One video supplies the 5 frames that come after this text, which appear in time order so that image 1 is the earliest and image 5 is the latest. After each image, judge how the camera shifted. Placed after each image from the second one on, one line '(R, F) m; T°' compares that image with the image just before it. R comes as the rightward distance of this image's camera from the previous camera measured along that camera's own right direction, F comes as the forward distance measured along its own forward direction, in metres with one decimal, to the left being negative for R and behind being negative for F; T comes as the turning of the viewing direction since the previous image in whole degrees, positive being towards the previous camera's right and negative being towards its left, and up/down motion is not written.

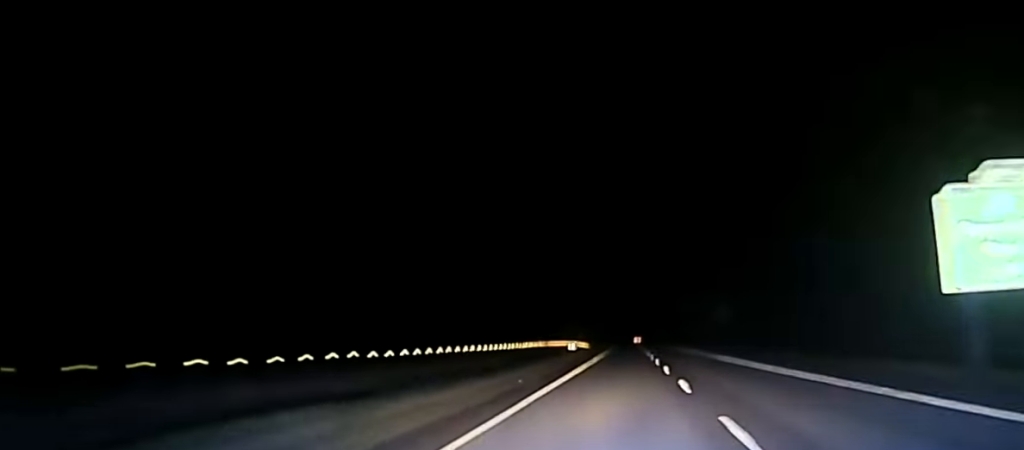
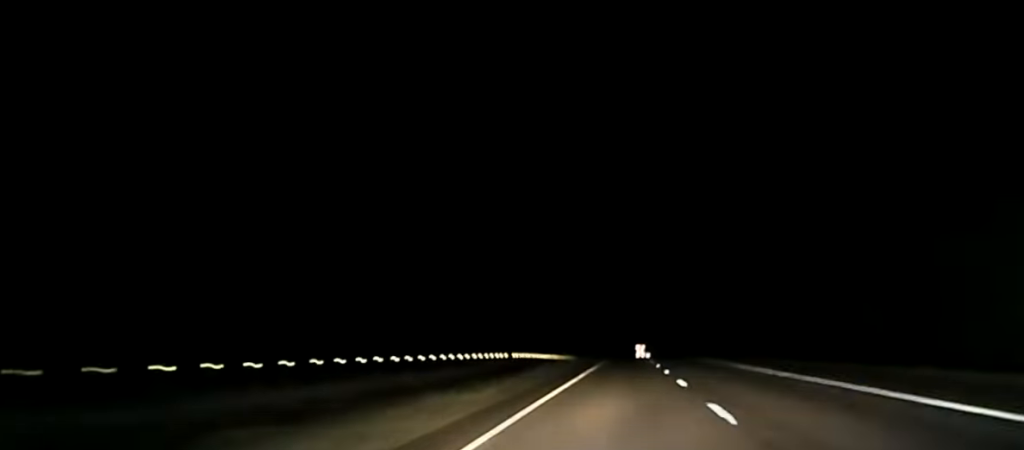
(0.0, +228.7) m; 0°
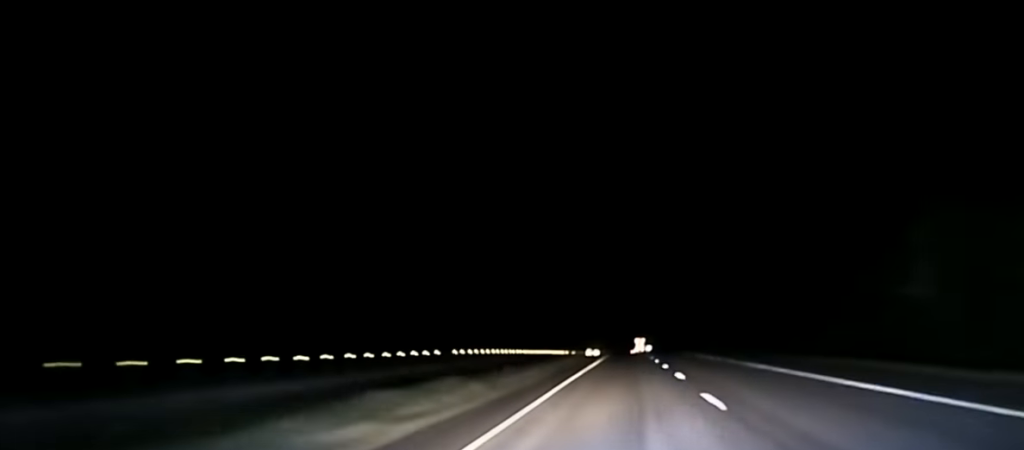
(0.0, +47.1) m; 0°
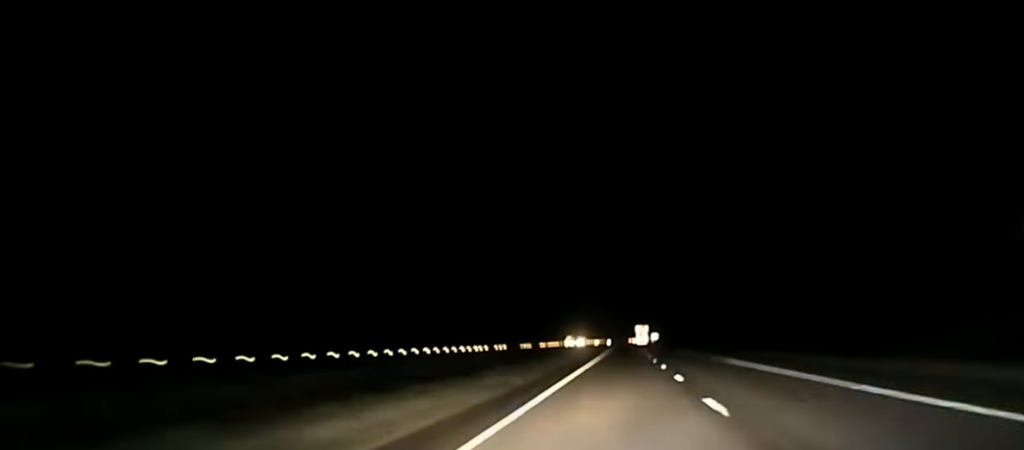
(0.0, +137.0) m; 0°
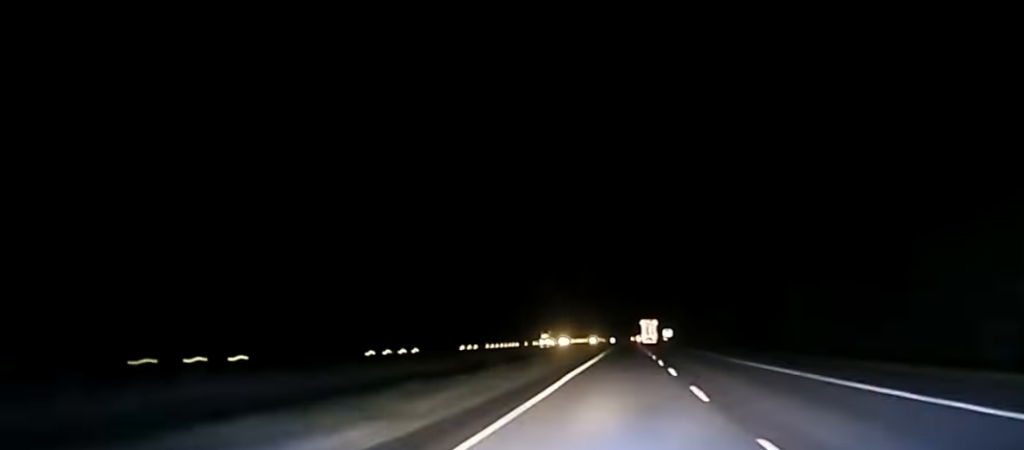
(-0.6, +94.3) m; 0°
